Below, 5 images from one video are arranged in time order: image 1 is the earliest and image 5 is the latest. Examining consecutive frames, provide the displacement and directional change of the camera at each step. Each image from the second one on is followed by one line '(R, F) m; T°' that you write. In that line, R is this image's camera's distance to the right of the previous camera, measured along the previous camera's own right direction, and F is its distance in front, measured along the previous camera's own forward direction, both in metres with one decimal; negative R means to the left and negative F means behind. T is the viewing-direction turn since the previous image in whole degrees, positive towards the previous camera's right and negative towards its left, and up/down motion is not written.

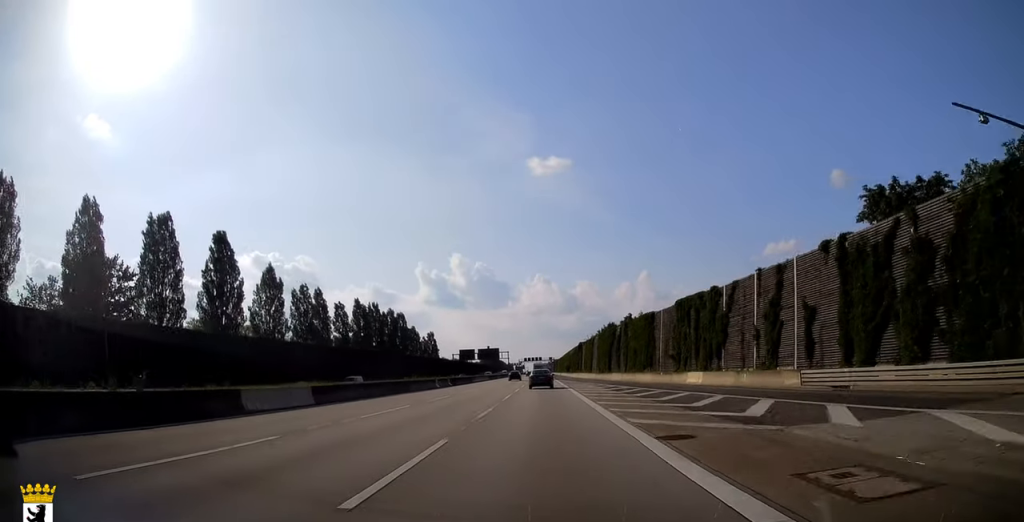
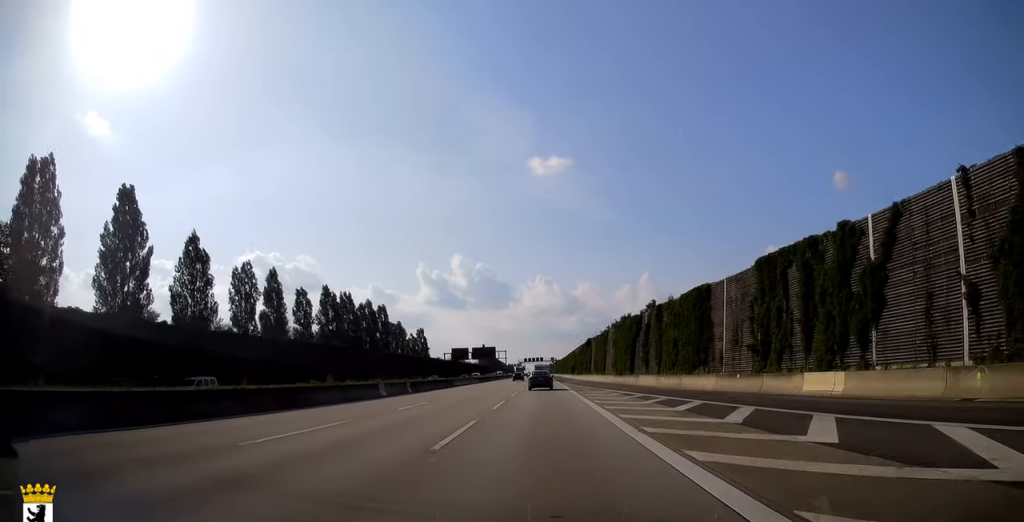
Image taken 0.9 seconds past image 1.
(0.0, +19.2) m; 0°
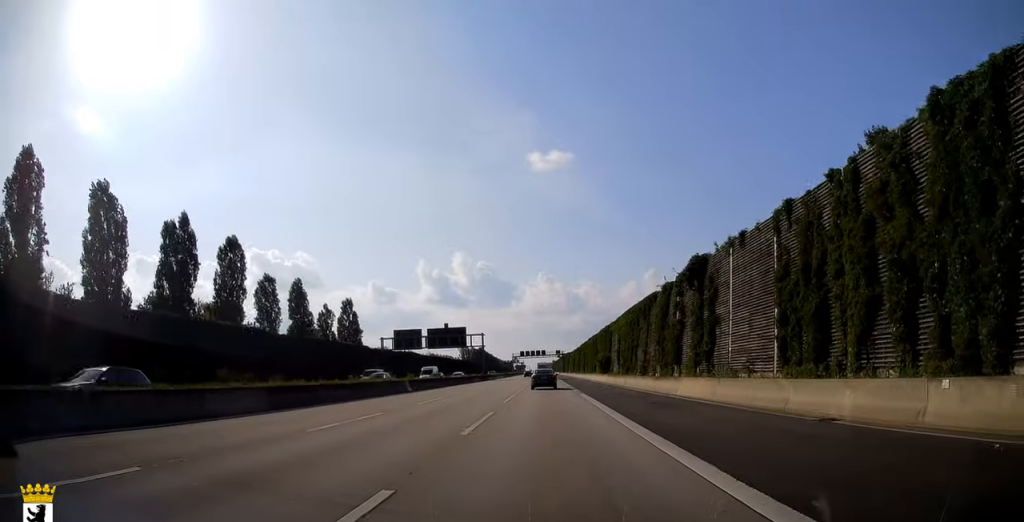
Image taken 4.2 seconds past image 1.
(-0.2, +69.9) m; -1°
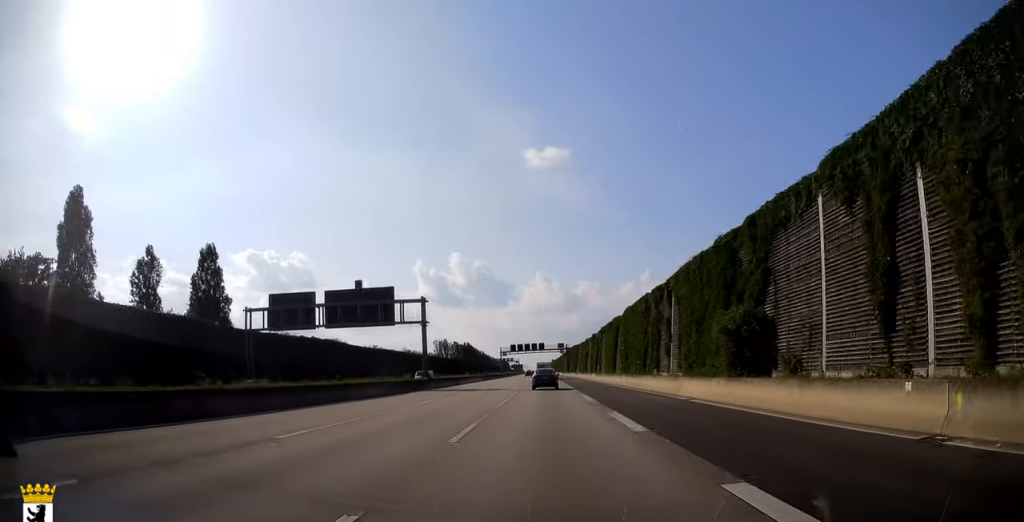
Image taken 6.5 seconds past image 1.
(-0.4, +49.3) m; 0°
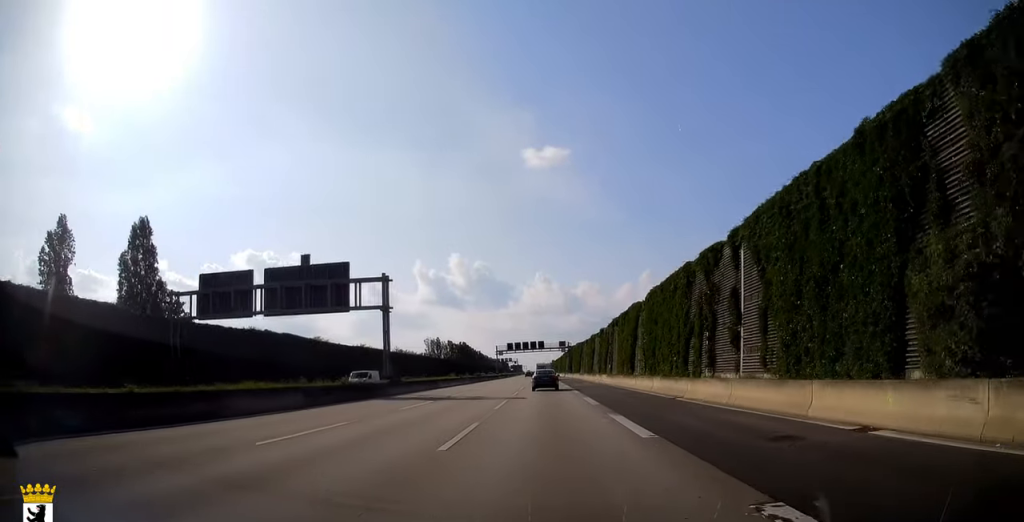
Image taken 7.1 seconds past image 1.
(+0.2, +13.0) m; 0°
